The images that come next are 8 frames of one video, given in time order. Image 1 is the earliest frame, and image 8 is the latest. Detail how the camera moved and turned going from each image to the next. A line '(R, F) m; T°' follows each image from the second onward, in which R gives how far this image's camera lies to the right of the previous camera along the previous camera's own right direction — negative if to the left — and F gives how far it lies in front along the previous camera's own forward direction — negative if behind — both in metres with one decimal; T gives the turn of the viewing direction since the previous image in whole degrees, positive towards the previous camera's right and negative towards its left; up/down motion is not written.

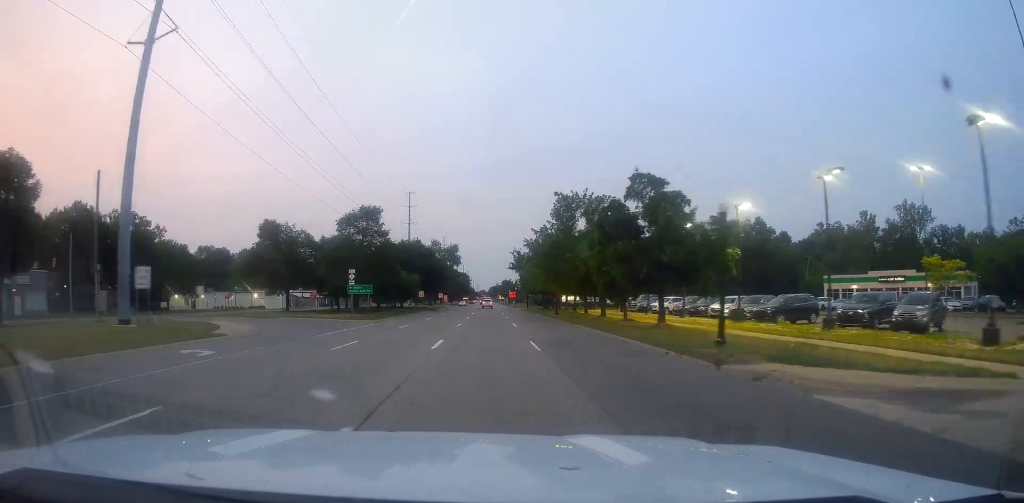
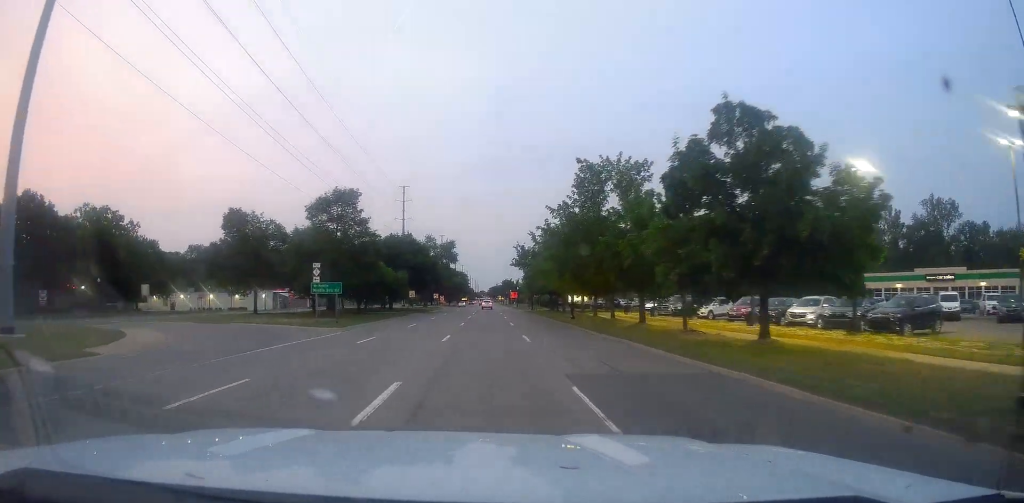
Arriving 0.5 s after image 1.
(+0.1, +10.9) m; -1°
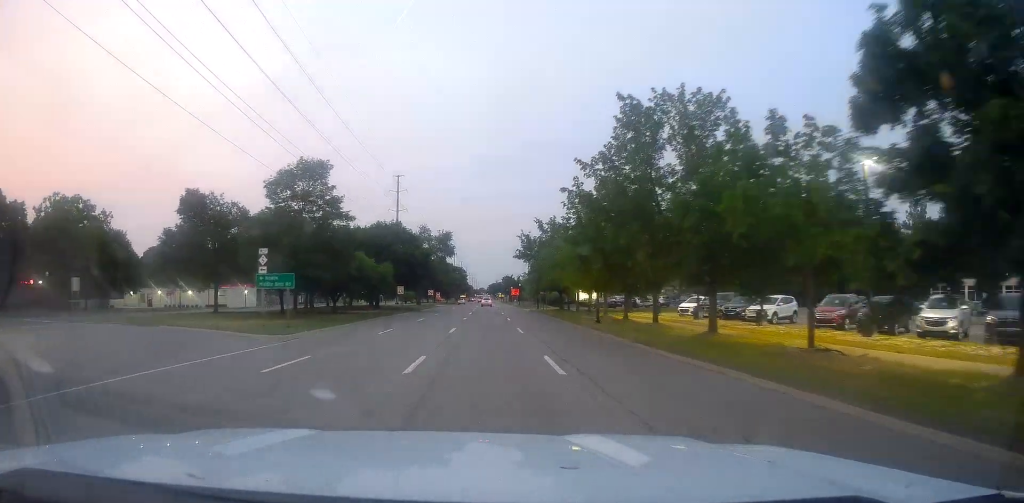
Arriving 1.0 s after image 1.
(+0.3, +10.1) m; -1°
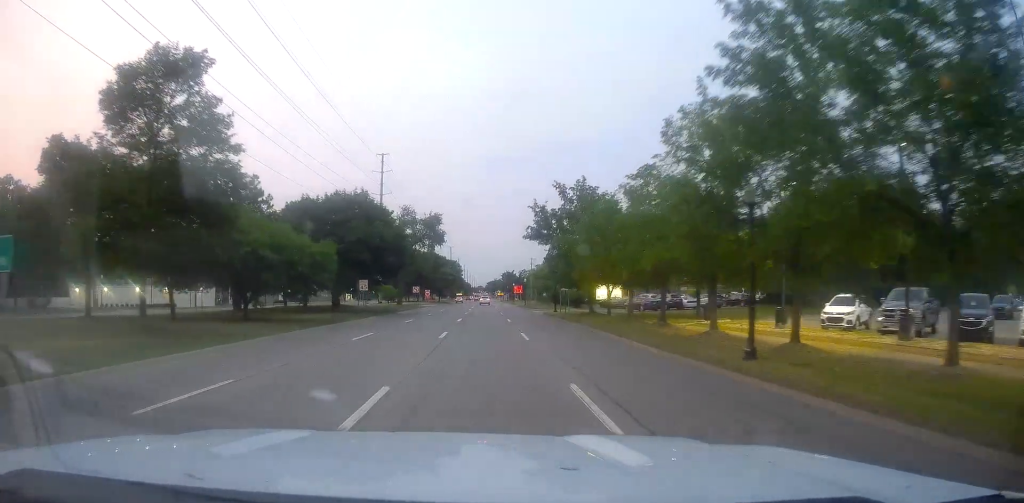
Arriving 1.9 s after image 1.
(-0.8, +20.5) m; -1°
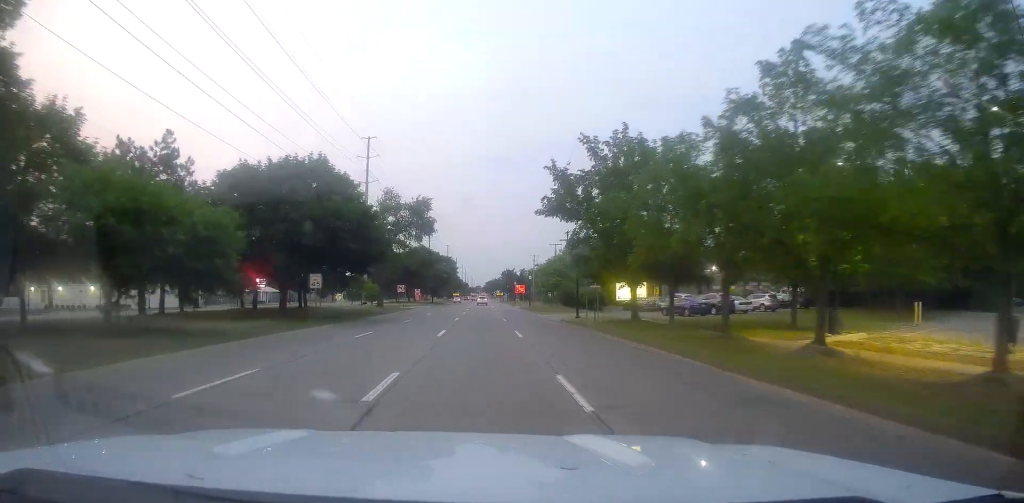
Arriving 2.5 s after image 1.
(+0.2, +13.9) m; +1°
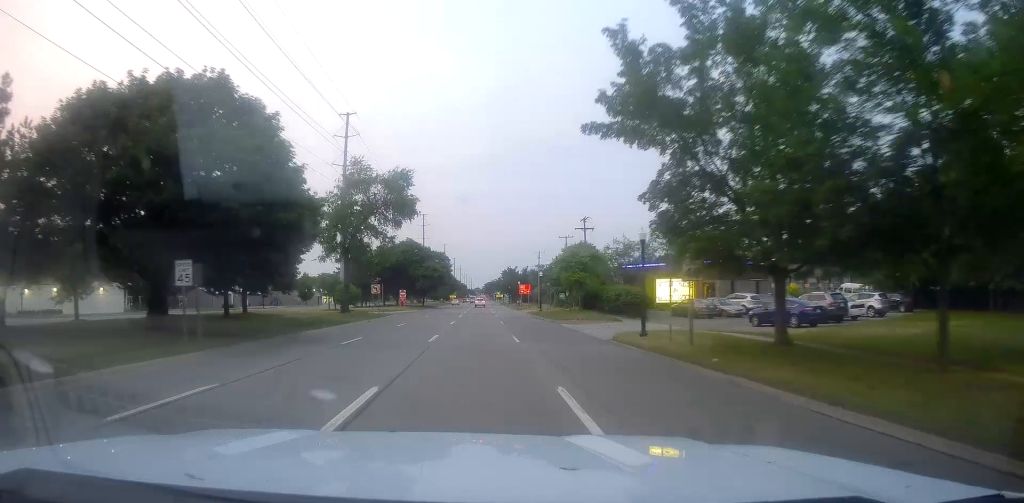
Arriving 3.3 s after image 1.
(+0.2, +17.0) m; +1°
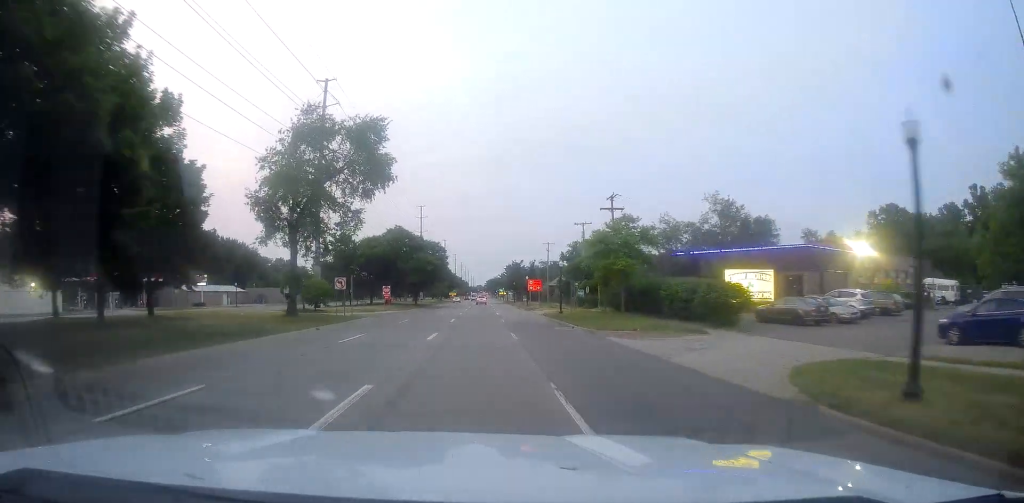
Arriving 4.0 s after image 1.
(-0.1, +15.6) m; +1°
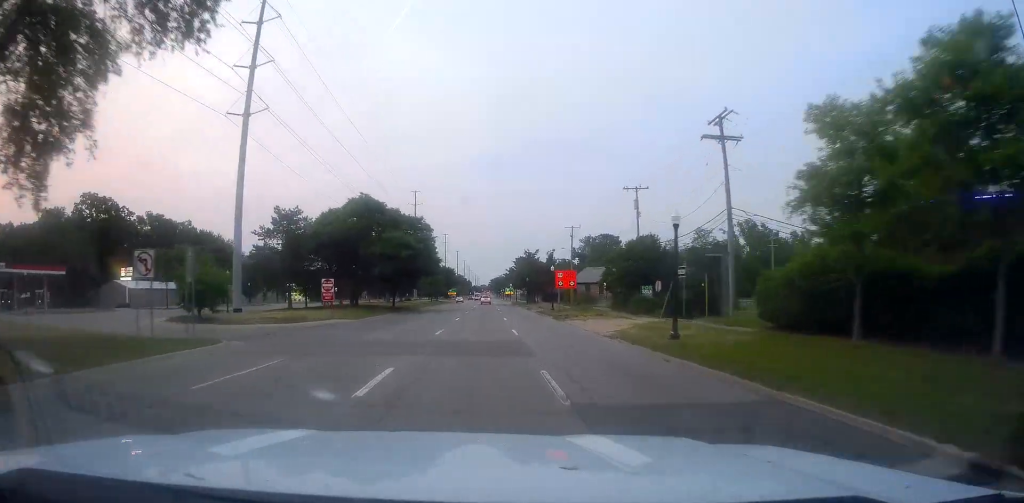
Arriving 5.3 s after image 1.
(+0.2, +28.0) m; -1°
